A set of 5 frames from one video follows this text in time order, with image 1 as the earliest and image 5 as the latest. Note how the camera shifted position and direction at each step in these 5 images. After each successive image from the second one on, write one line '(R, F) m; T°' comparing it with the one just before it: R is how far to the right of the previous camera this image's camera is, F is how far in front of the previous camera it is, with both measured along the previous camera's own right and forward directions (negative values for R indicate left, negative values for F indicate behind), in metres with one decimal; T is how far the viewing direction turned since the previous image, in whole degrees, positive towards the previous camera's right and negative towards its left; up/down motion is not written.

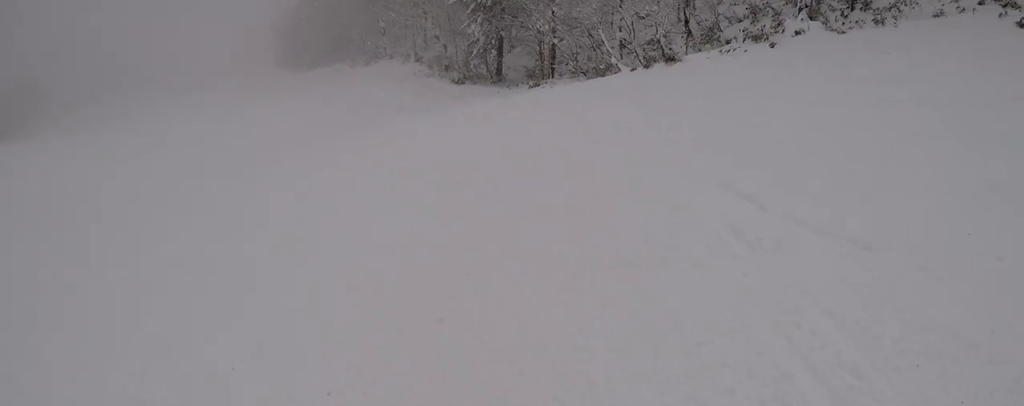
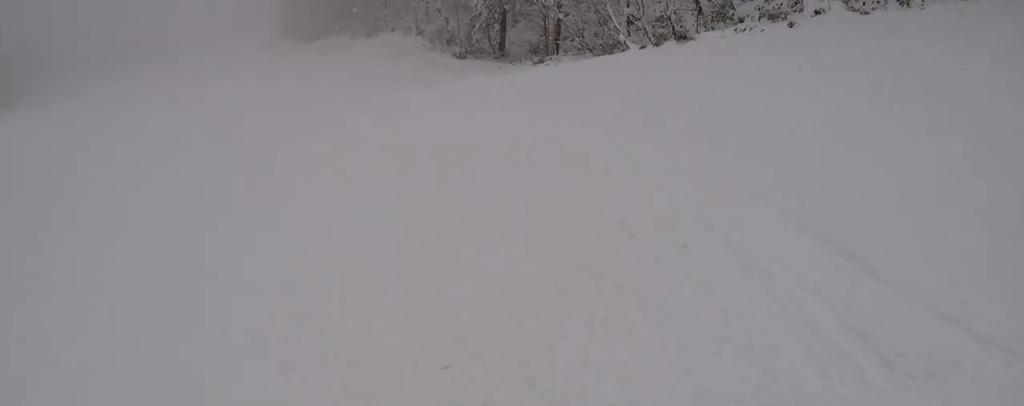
(0.0, +1.7) m; -7°
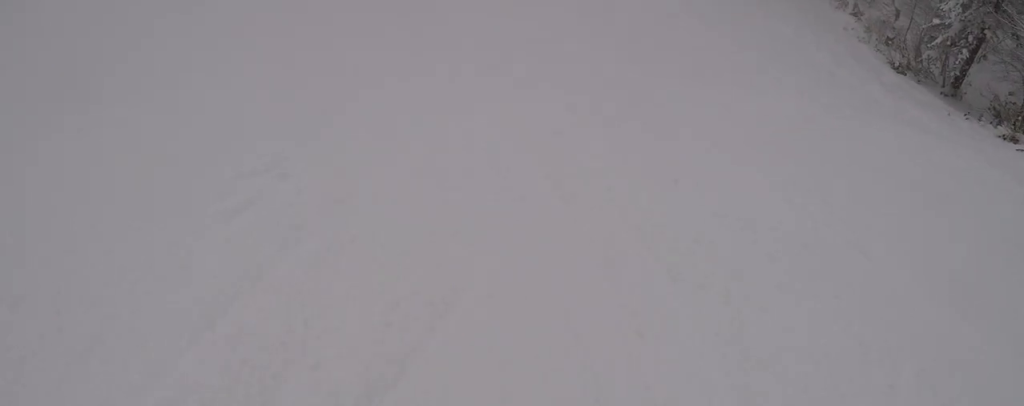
(-7.4, +12.4) m; -65°
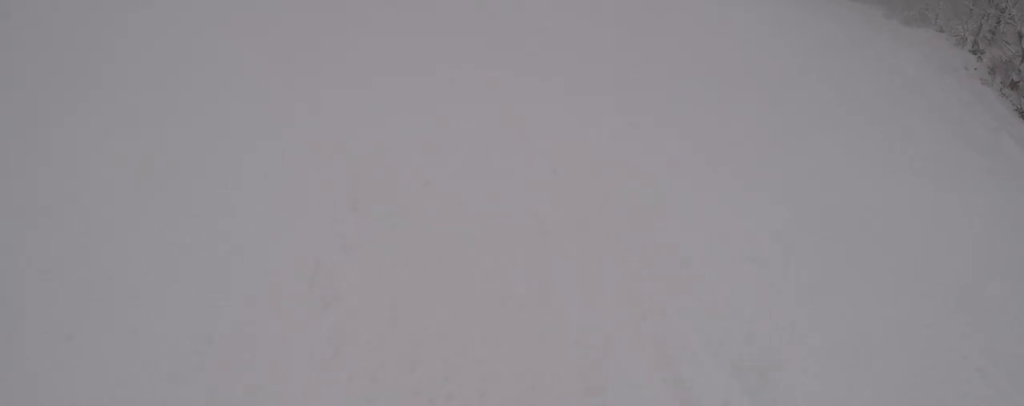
(-0.6, +3.2) m; -5°
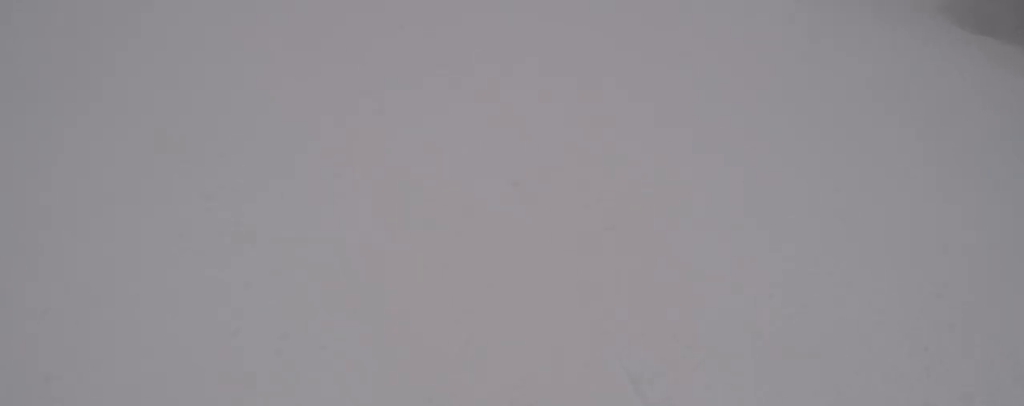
(-0.5, +4.8) m; -5°
